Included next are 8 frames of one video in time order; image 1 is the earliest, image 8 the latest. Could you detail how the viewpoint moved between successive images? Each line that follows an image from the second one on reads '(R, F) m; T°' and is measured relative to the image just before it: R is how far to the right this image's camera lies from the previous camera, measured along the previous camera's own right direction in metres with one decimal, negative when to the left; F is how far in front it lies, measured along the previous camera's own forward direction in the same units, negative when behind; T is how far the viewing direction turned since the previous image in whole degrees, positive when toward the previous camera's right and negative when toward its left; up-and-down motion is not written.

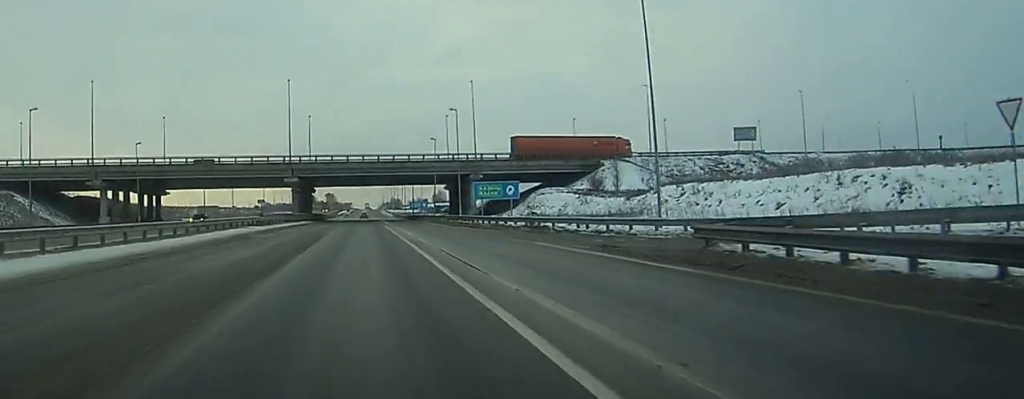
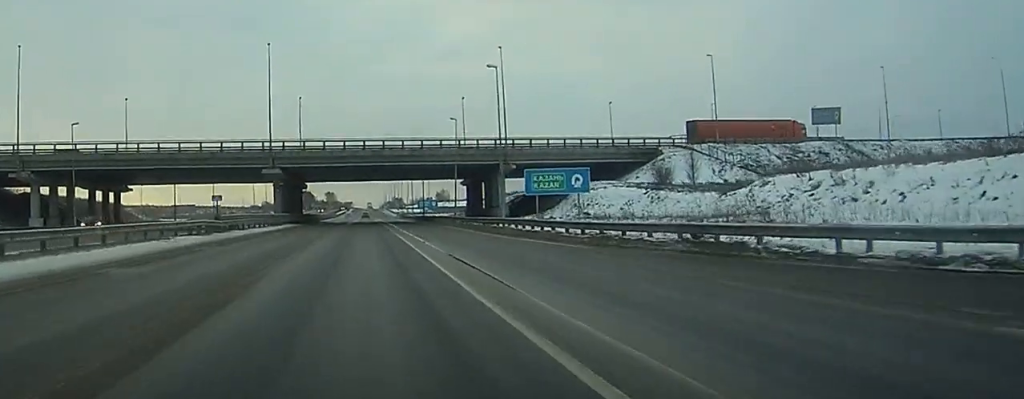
(0.0, +23.8) m; 0°
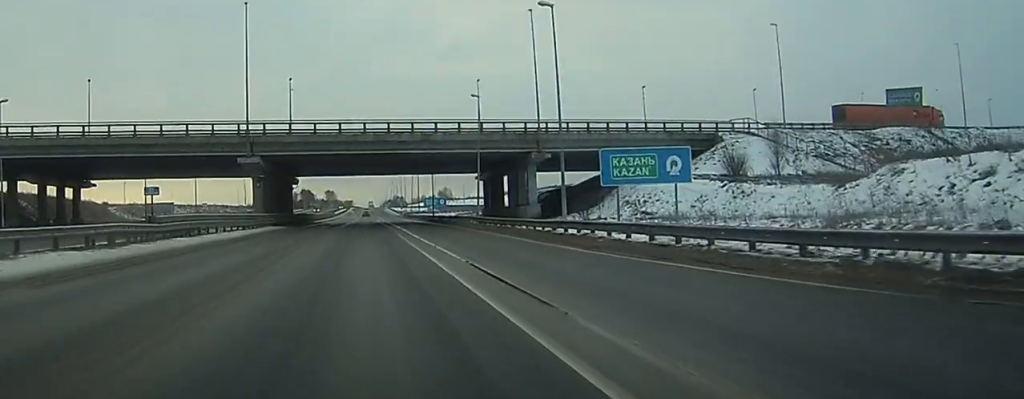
(0.0, +16.5) m; 0°
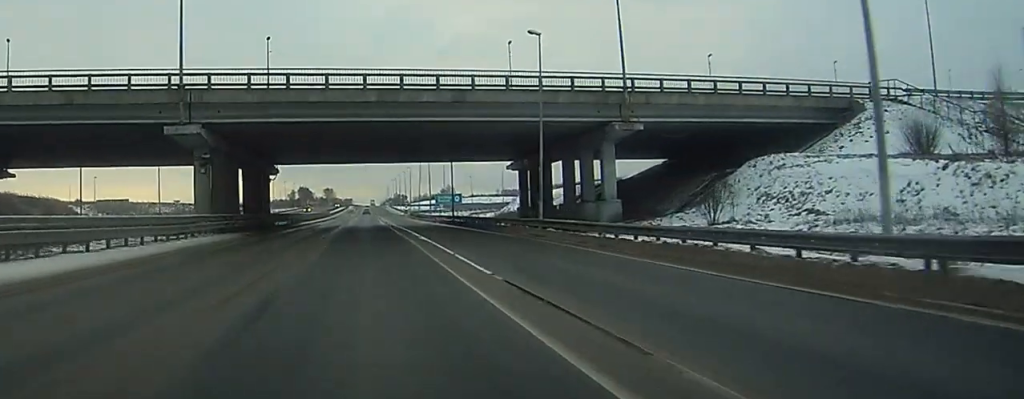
(-0.1, +24.7) m; 0°
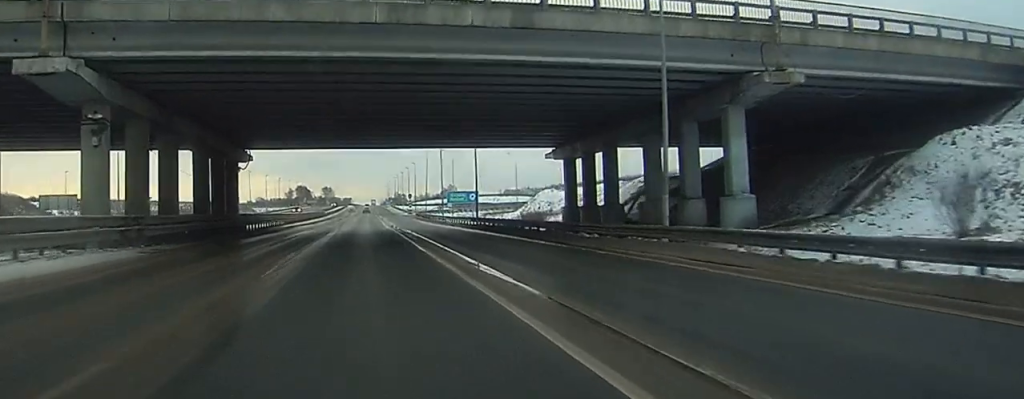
(0.0, +18.9) m; 0°
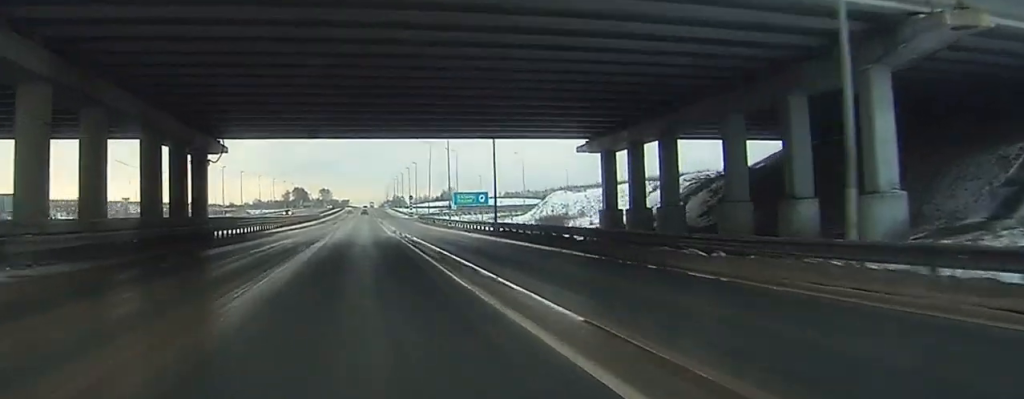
(0.0, +10.7) m; 0°
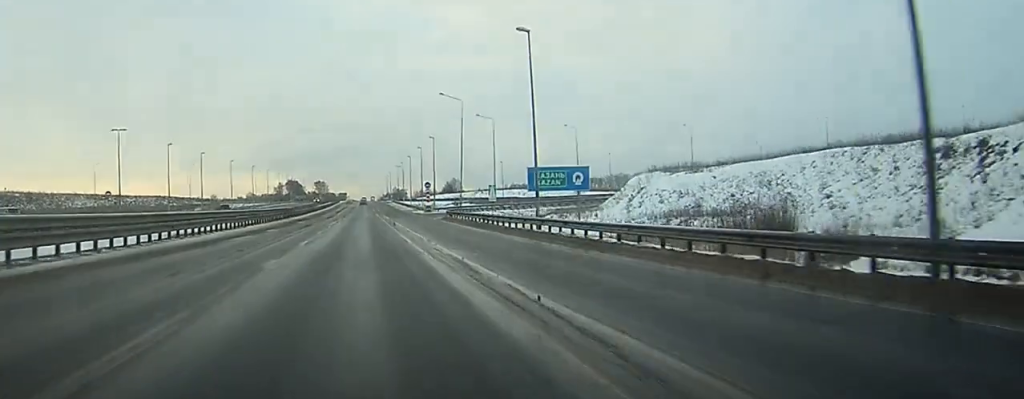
(+0.2, +46.8) m; +1°
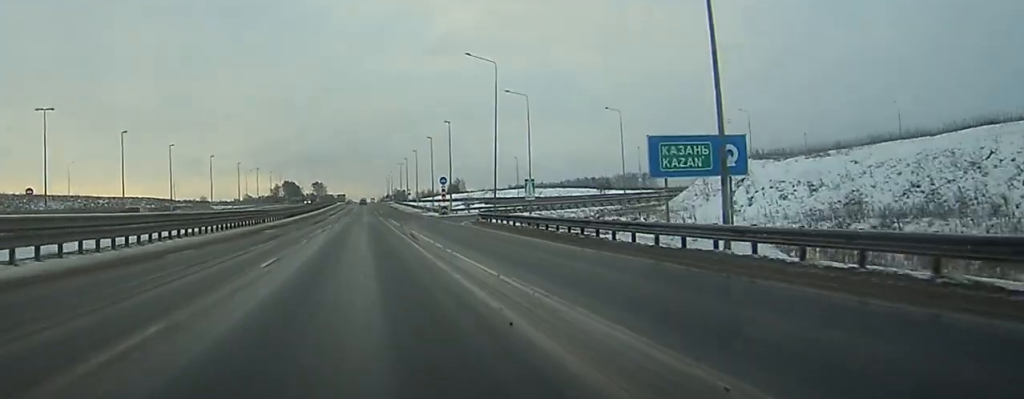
(+0.1, +23.6) m; 0°
